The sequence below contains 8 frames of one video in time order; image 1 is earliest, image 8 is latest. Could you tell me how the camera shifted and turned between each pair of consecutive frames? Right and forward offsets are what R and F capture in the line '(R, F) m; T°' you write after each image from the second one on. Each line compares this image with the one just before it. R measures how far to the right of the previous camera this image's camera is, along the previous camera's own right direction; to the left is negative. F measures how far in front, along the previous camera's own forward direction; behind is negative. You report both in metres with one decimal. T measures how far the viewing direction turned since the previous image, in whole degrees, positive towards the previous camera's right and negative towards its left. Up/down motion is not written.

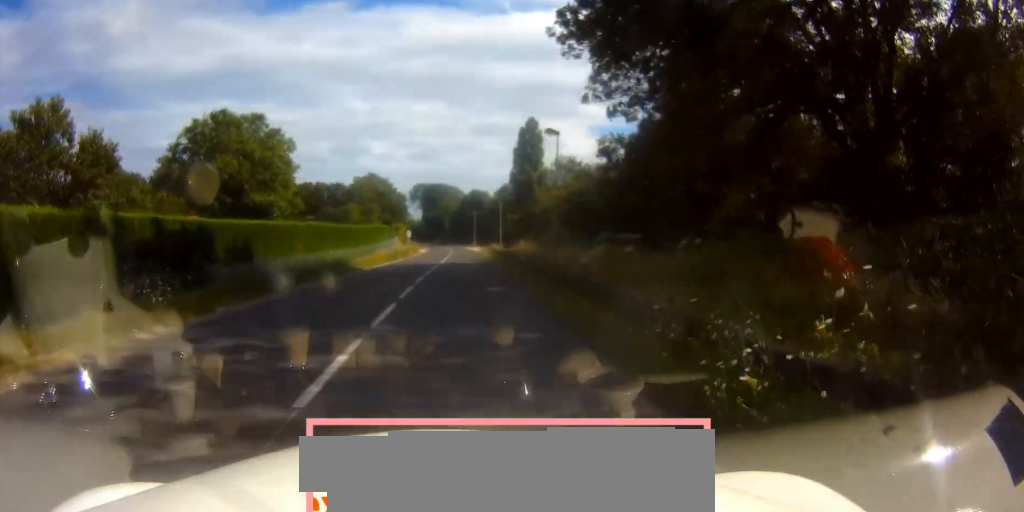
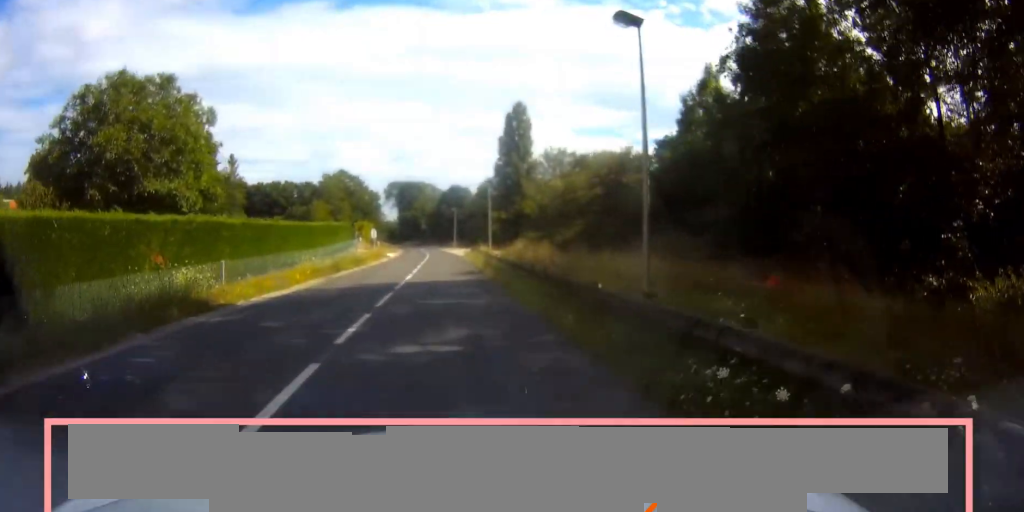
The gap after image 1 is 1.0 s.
(0.0, +14.6) m; 0°
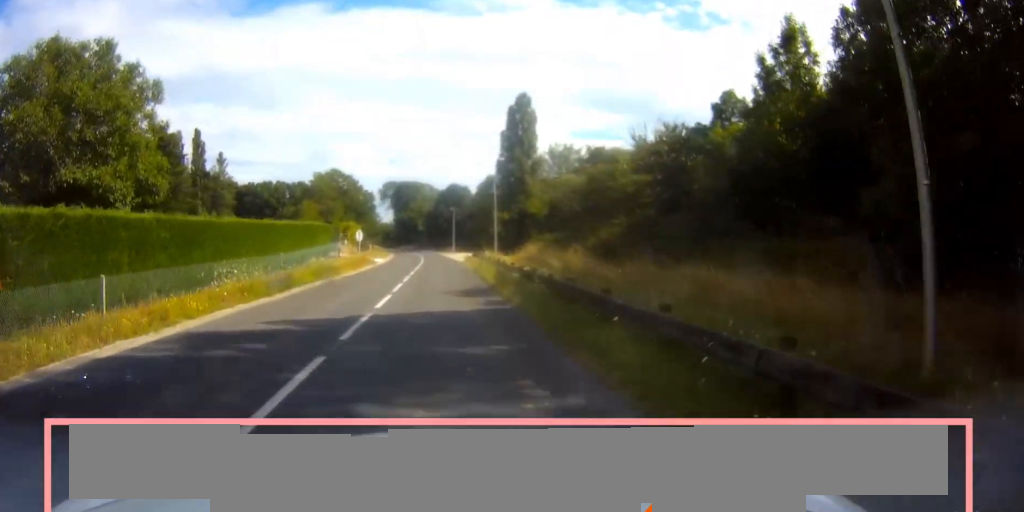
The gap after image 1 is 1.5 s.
(0.0, +8.0) m; 0°
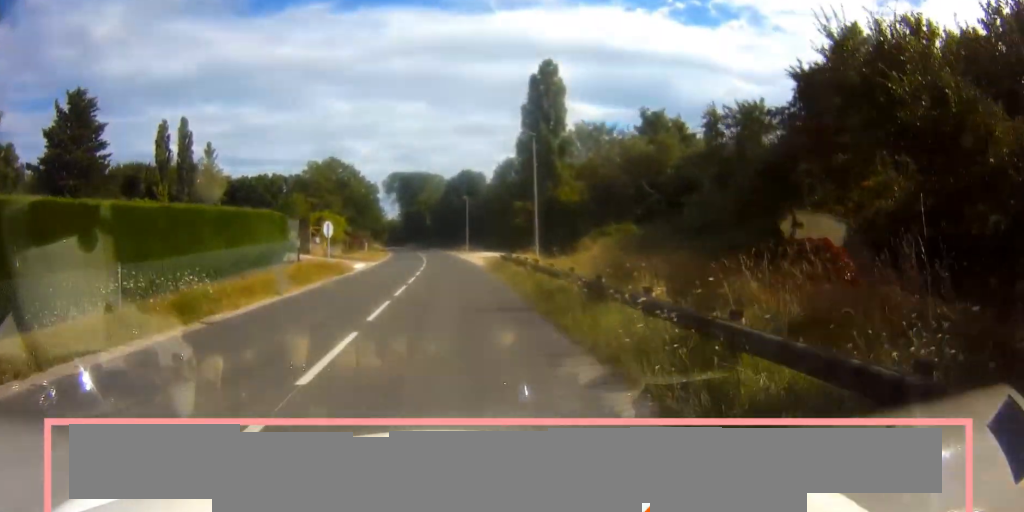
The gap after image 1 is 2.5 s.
(0.0, +15.6) m; 0°
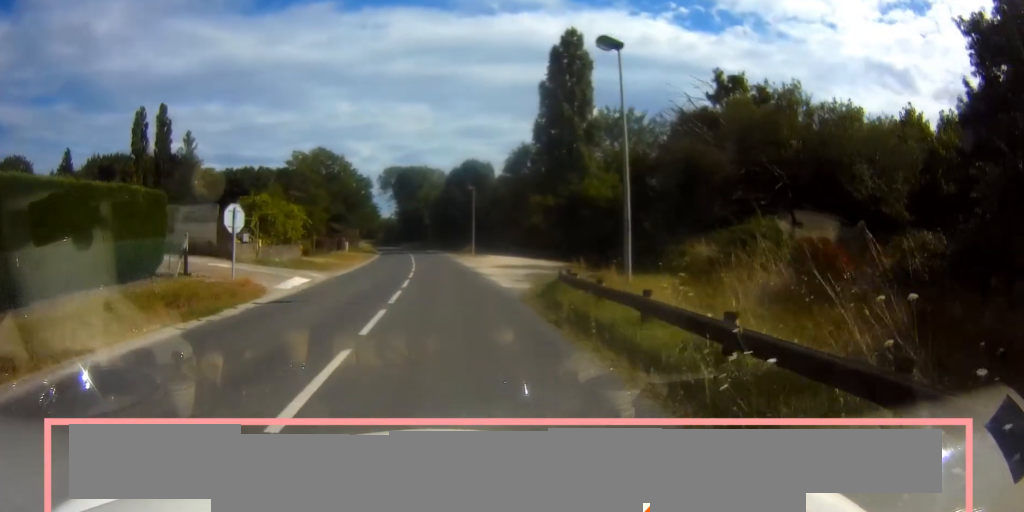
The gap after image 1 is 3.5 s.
(0.0, +14.1) m; 0°
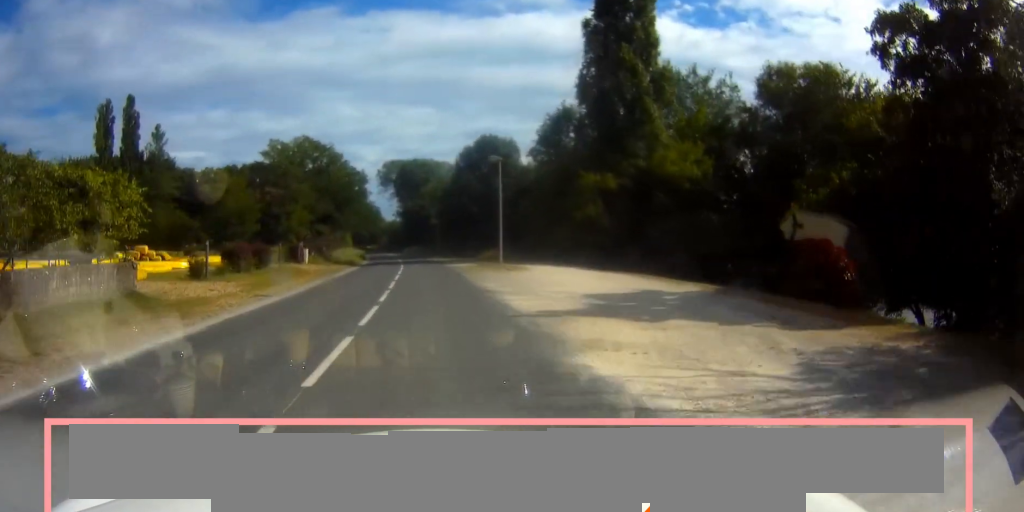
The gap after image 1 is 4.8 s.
(-0.2, +20.1) m; -2°
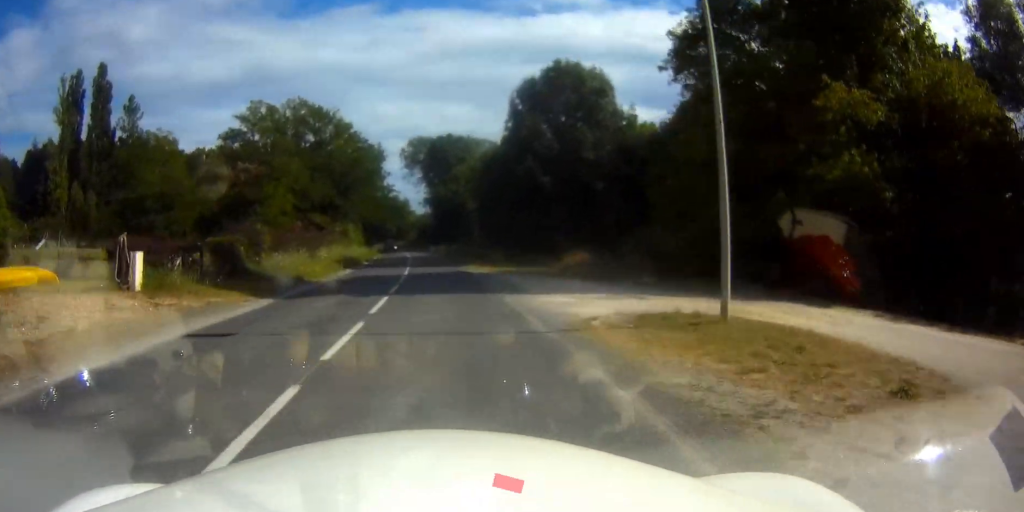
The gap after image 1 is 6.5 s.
(-0.8, +24.7) m; -3°
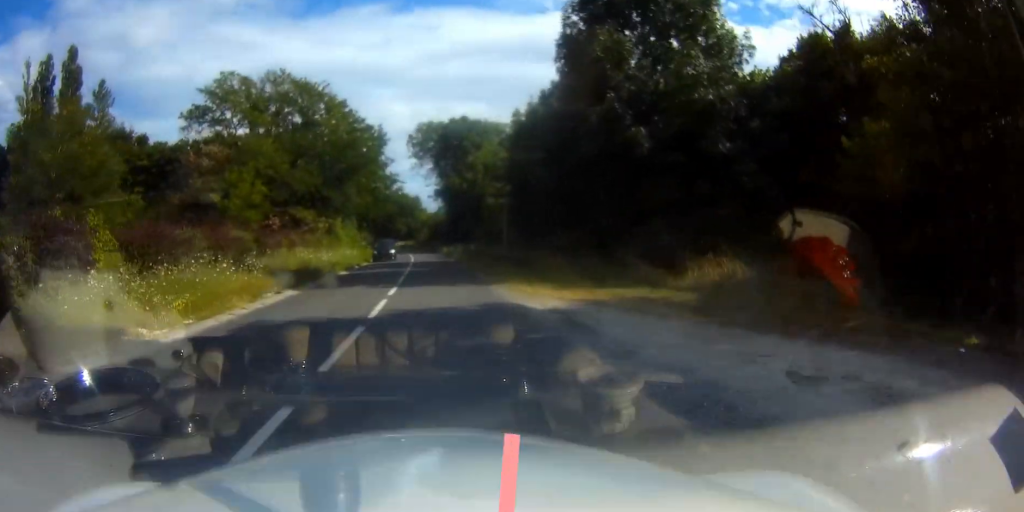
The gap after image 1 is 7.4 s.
(0.0, +13.7) m; -1°
